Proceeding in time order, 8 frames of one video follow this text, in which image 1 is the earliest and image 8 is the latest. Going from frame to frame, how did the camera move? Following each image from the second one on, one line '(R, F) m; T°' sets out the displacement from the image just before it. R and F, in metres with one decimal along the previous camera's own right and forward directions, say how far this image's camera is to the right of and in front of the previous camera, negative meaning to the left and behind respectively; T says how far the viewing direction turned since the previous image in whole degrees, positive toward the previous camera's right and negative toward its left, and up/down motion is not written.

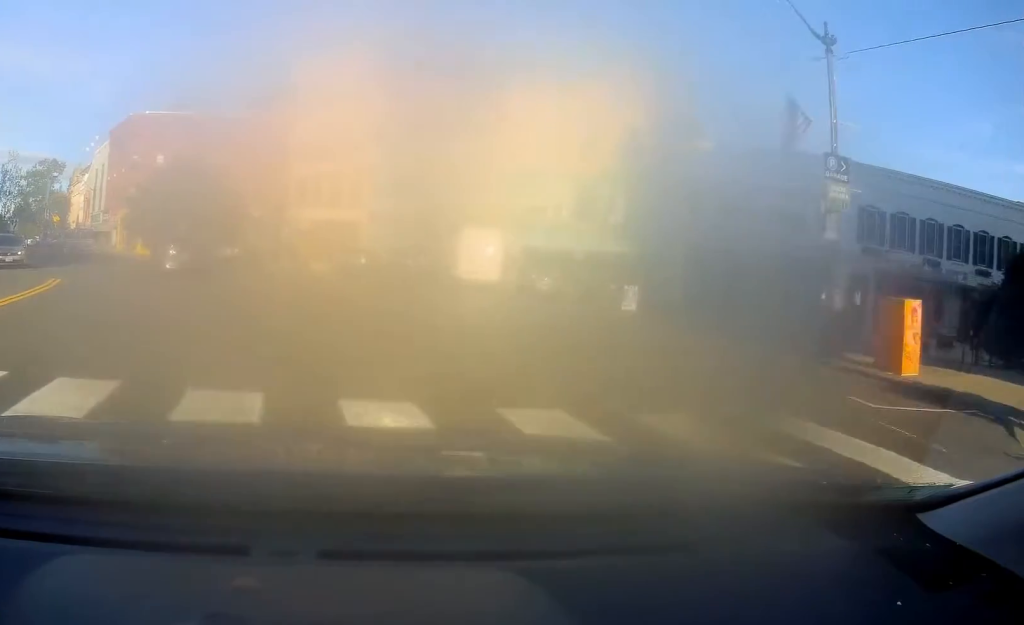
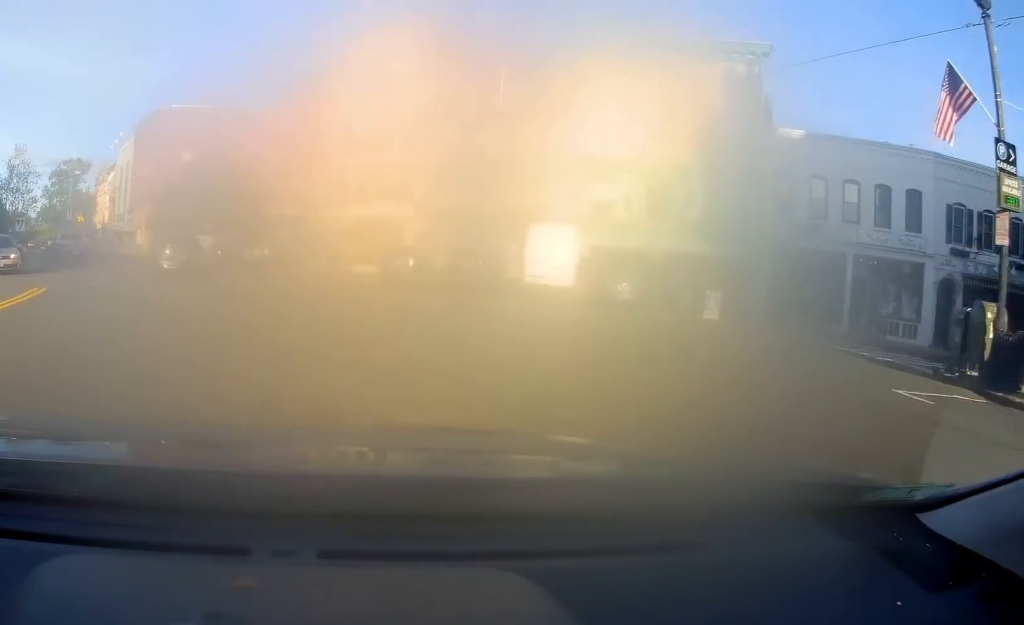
(+0.1, +3.9) m; -4°
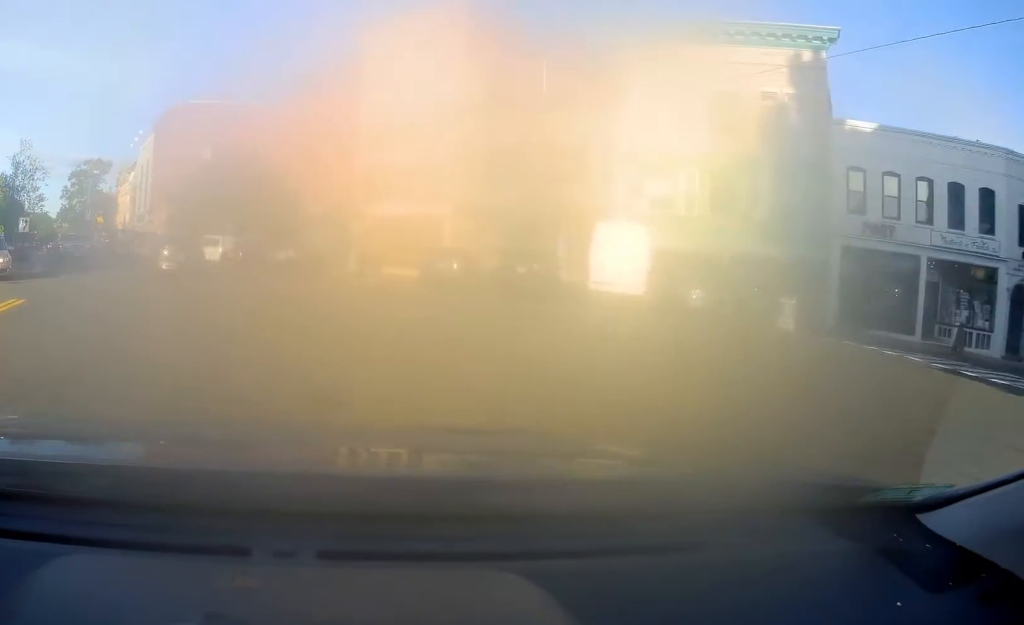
(-0.4, +3.4) m; -2°
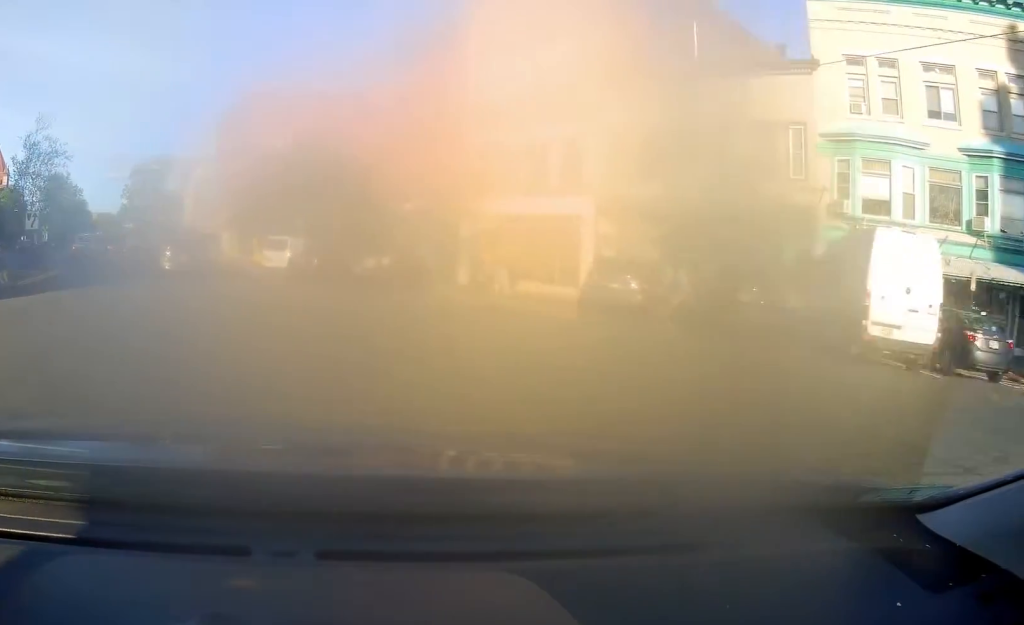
(-0.1, +8.7) m; -5°
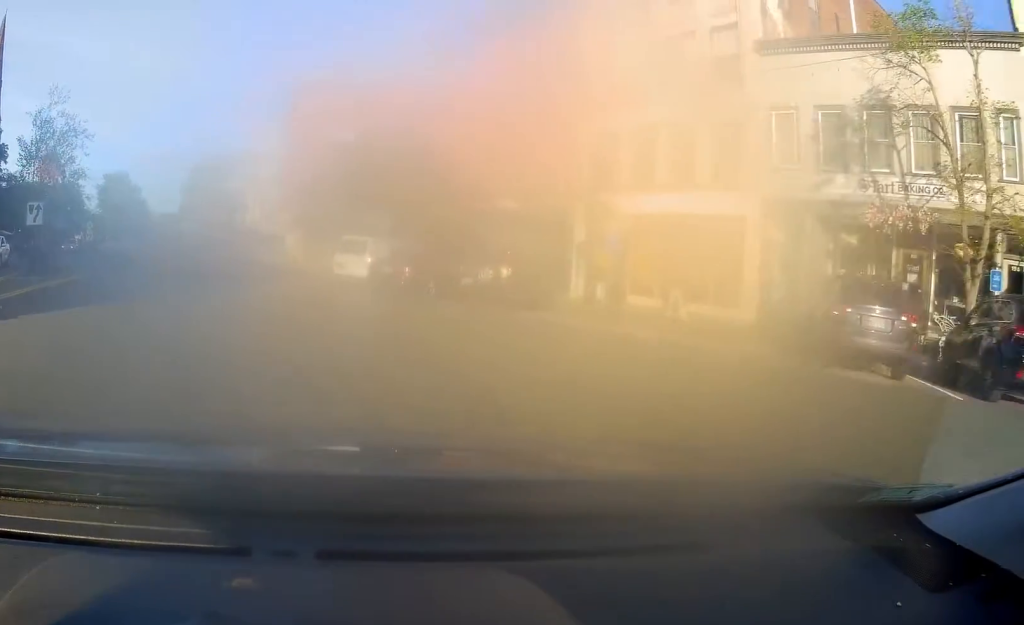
(-0.5, +6.3) m; -4°
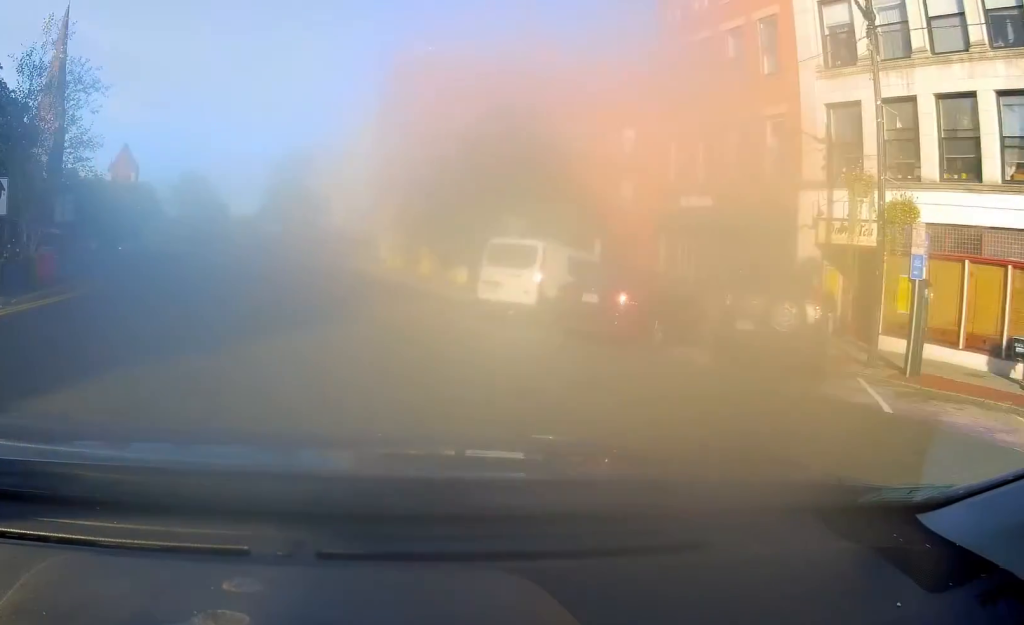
(-0.1, +8.7) m; -2°
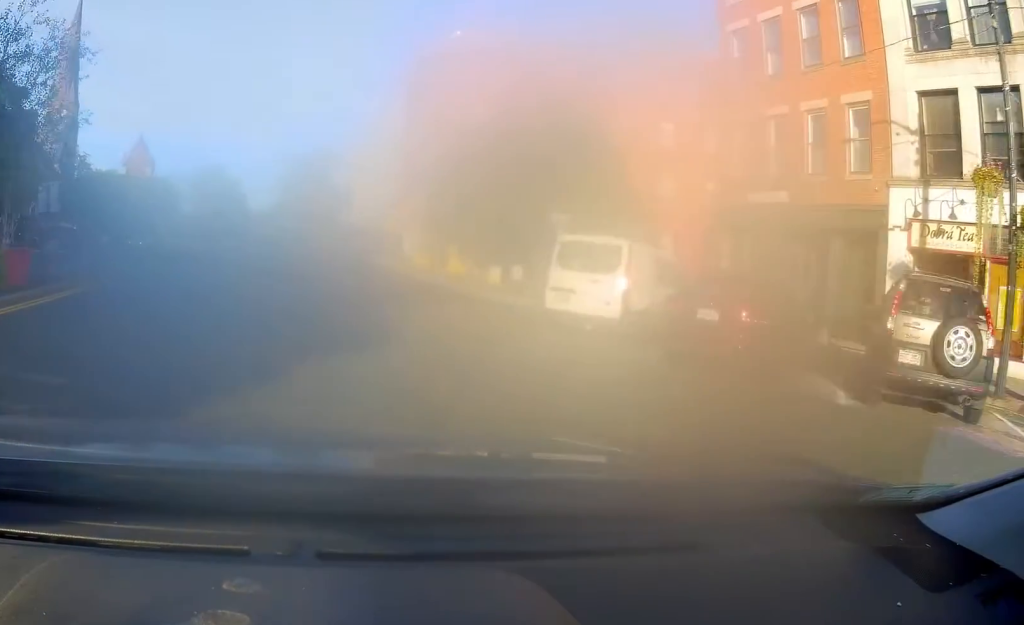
(0.0, +3.0) m; -1°
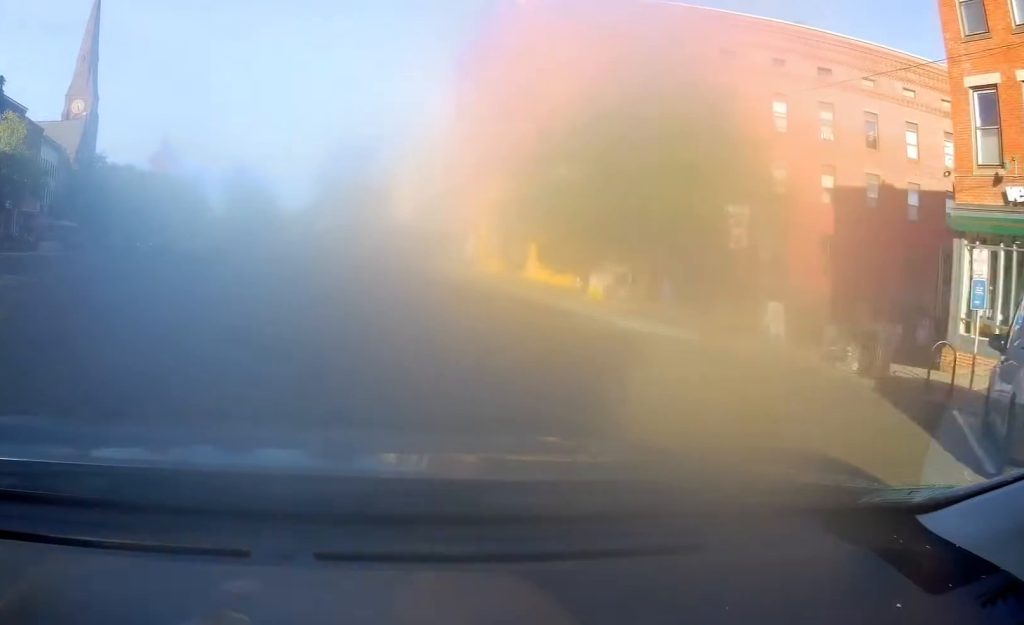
(-0.6, +7.8) m; -6°
